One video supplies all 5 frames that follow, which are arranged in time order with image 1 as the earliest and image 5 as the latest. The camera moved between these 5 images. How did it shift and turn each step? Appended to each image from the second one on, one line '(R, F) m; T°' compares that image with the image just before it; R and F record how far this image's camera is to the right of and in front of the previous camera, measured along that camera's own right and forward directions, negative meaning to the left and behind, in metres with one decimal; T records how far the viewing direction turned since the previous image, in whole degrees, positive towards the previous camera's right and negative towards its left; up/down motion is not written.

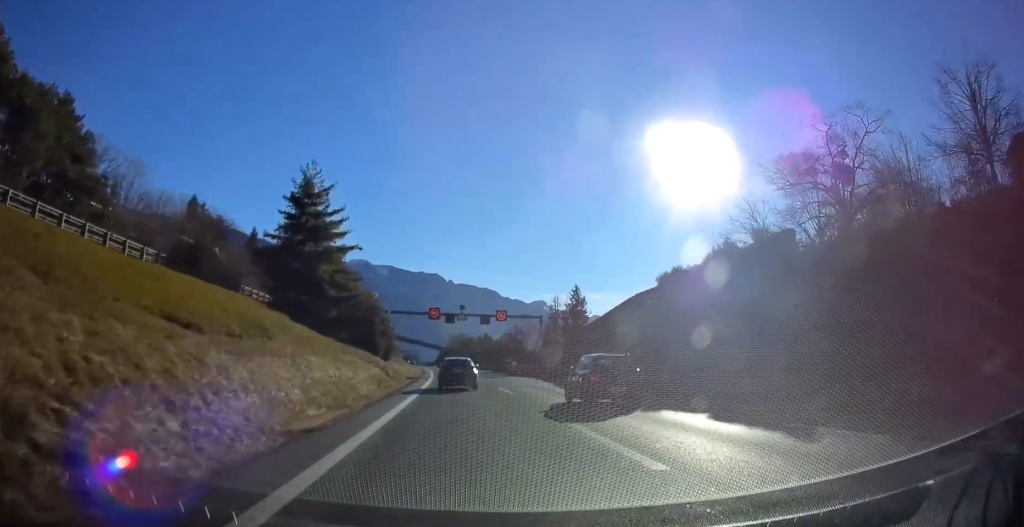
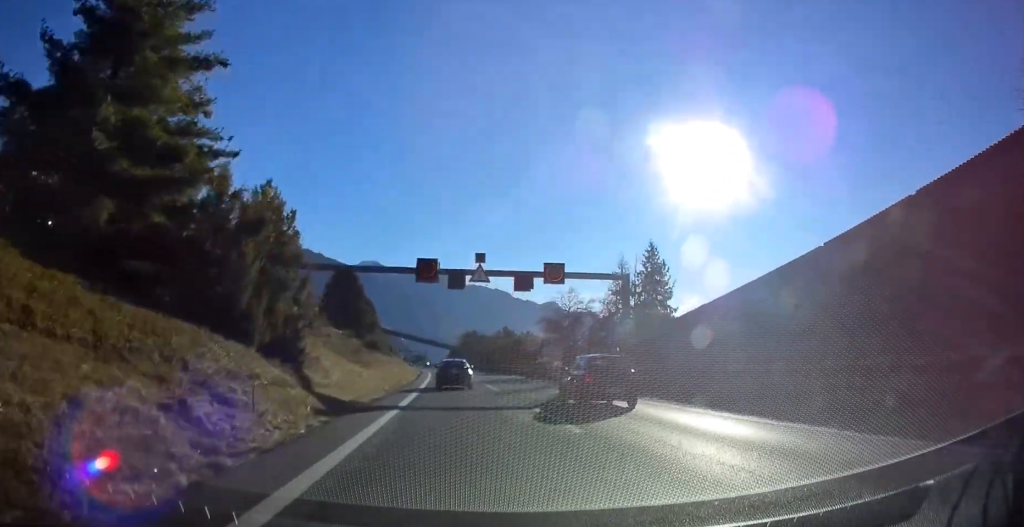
(-0.4, +31.9) m; -1°
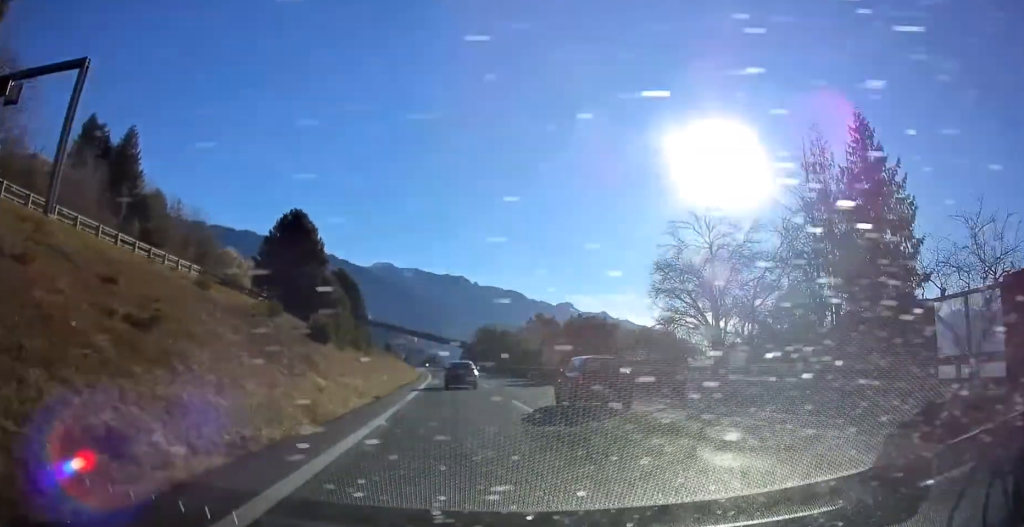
(-0.3, +32.6) m; -1°
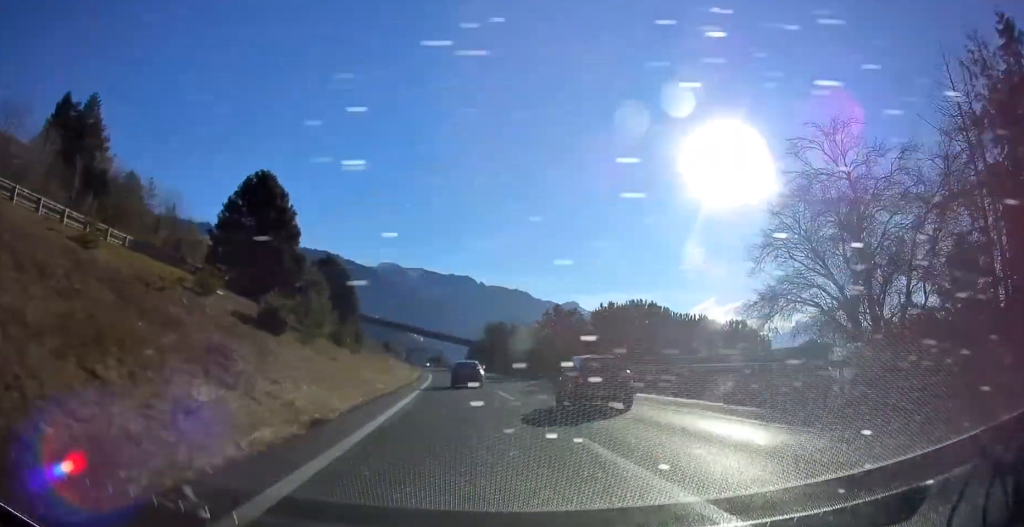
(-0.1, +11.9) m; 0°
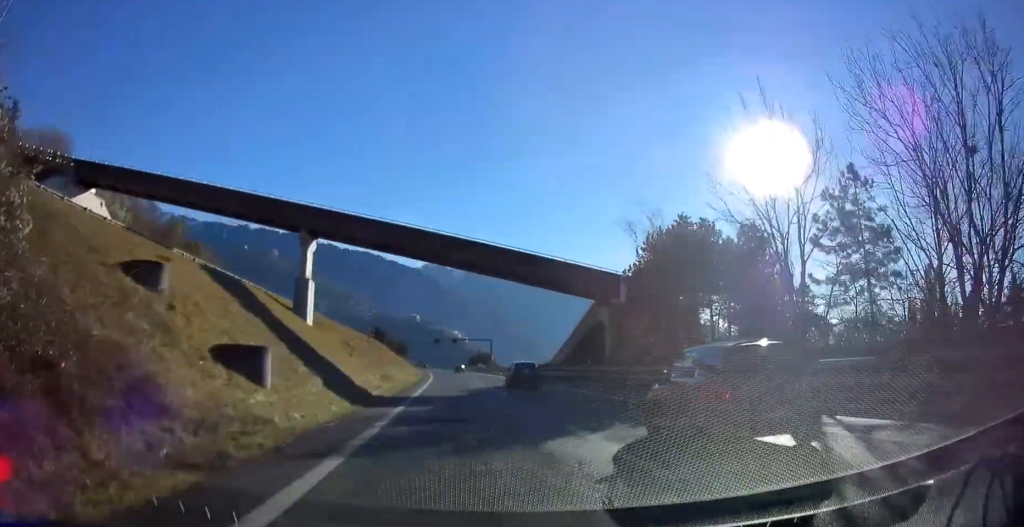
(-4.5, +107.1) m; -4°
